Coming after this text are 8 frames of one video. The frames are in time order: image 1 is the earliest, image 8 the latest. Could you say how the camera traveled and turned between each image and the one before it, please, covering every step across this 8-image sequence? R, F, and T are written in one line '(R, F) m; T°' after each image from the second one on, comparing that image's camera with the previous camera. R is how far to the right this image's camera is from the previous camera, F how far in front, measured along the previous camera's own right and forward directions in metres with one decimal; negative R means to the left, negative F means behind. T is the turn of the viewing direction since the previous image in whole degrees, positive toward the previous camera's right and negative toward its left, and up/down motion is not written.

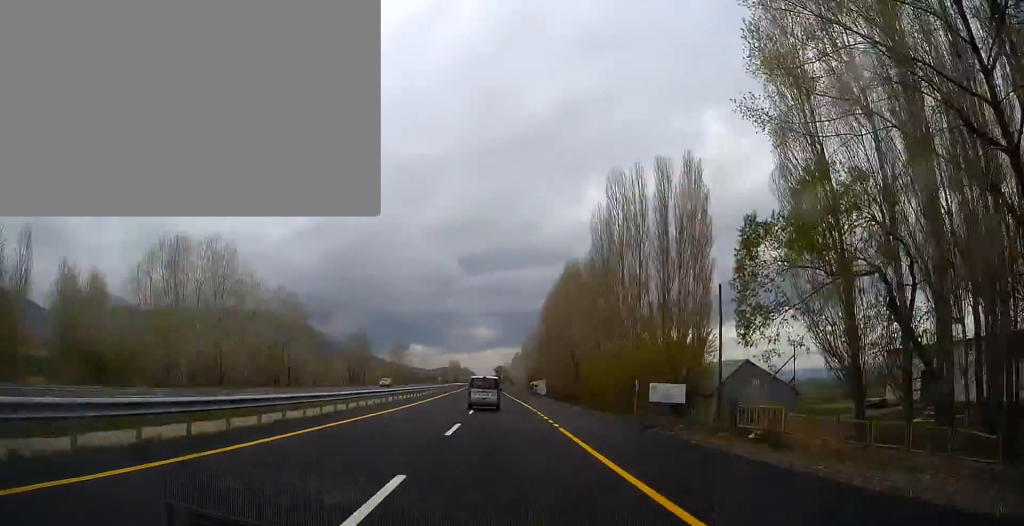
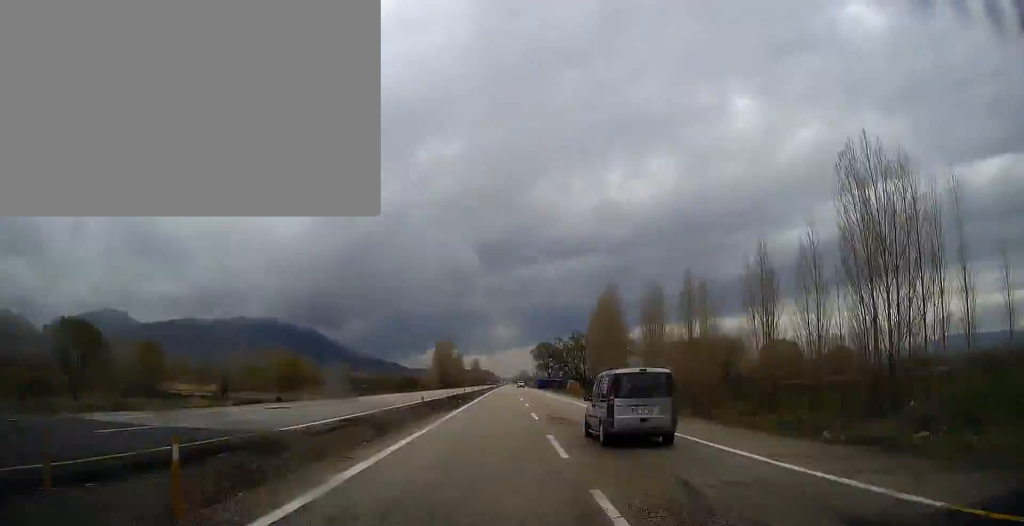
(-8.3, +250.7) m; -2°
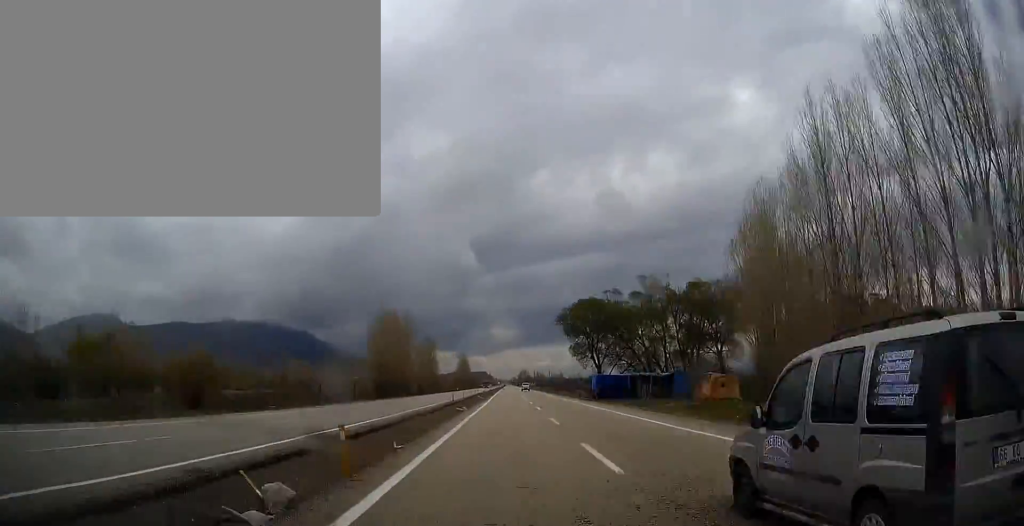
(+0.7, +95.8) m; 0°
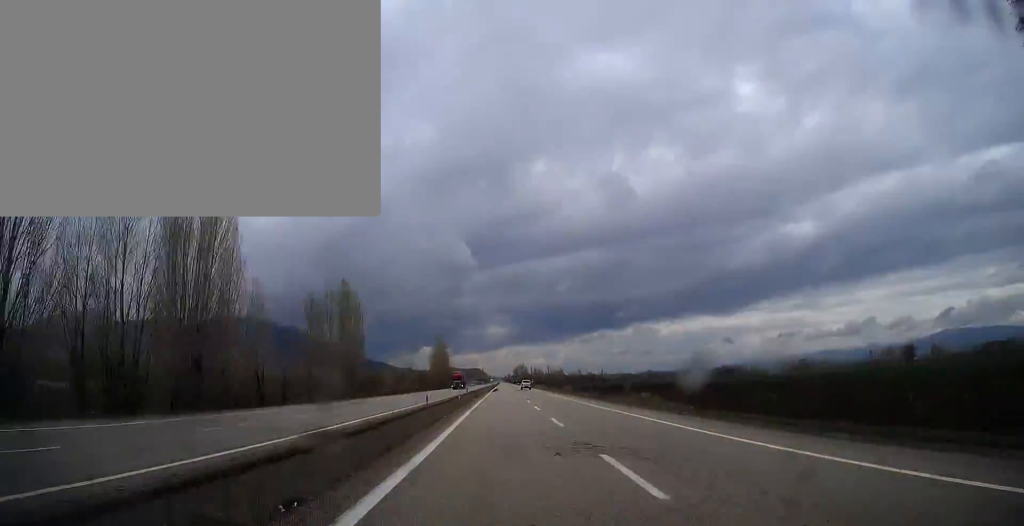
(+0.3, +84.8) m; 0°
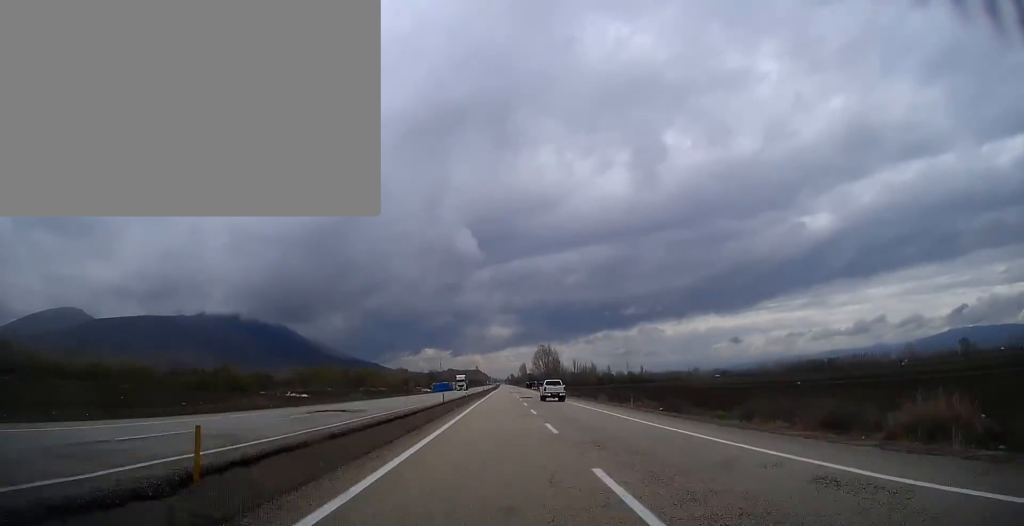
(+0.6, +285.9) m; 0°
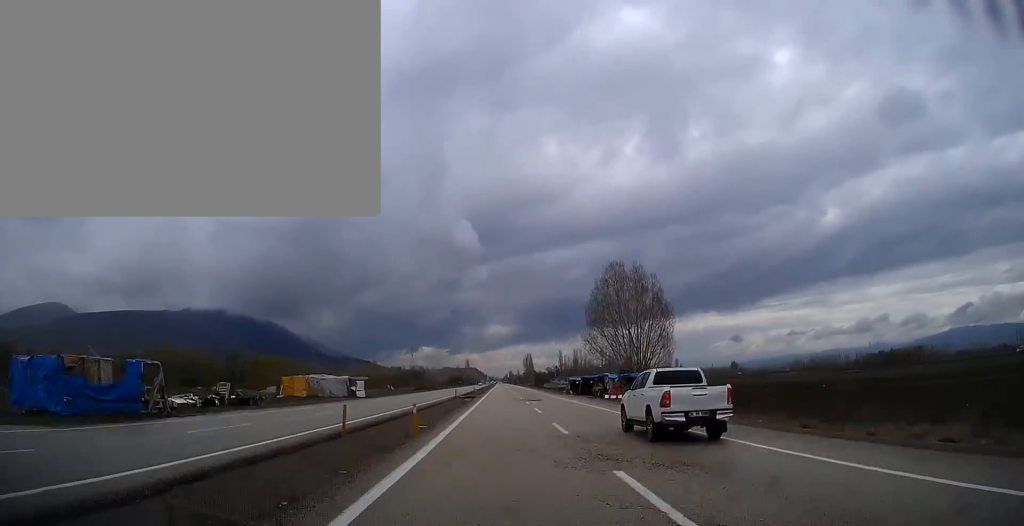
(+0.1, +158.6) m; 0°
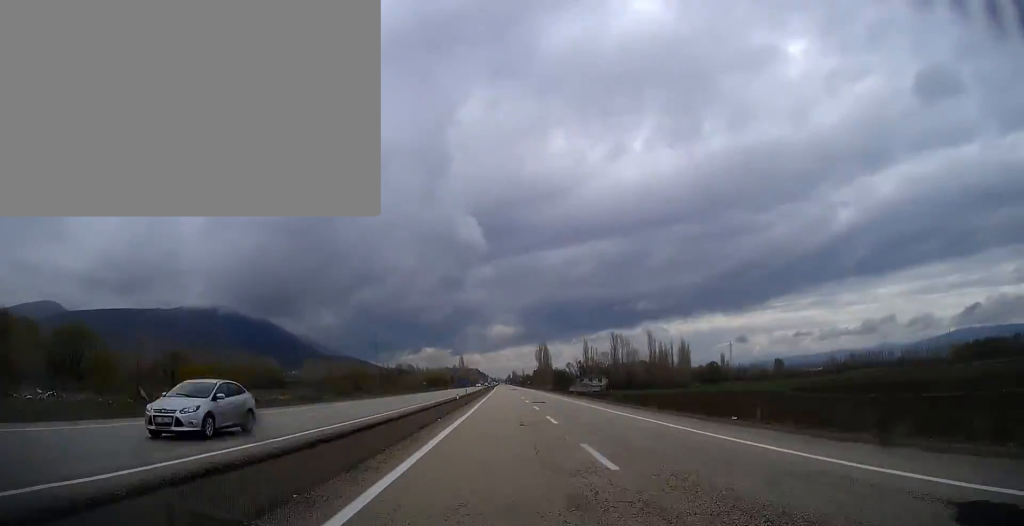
(+0.1, +117.2) m; 0°
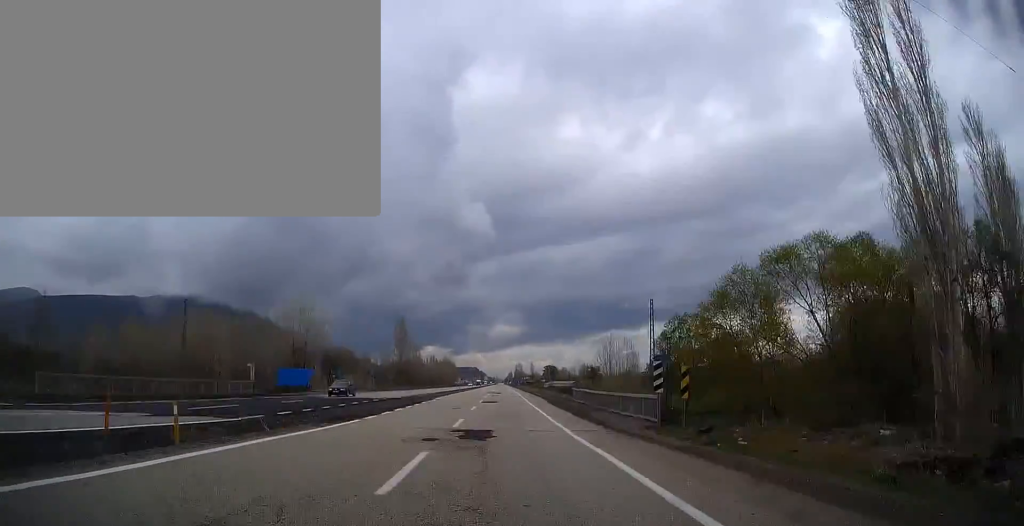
(-0.2, +268.5) m; 0°
